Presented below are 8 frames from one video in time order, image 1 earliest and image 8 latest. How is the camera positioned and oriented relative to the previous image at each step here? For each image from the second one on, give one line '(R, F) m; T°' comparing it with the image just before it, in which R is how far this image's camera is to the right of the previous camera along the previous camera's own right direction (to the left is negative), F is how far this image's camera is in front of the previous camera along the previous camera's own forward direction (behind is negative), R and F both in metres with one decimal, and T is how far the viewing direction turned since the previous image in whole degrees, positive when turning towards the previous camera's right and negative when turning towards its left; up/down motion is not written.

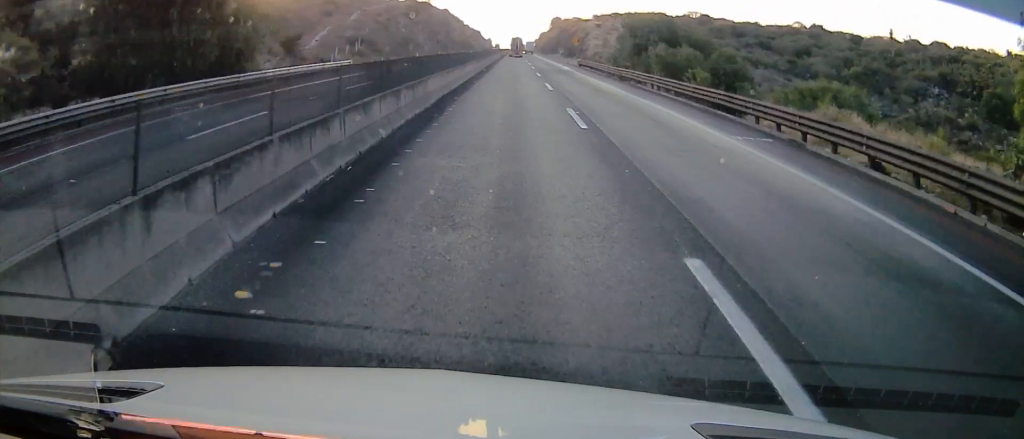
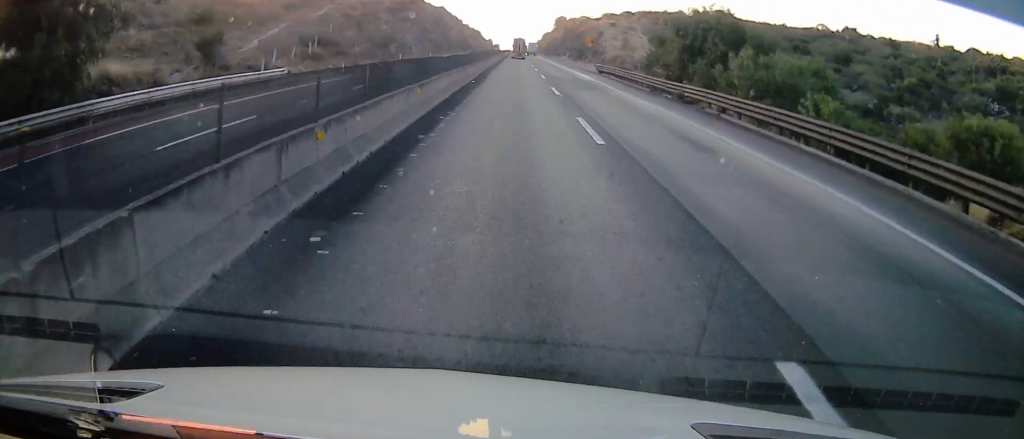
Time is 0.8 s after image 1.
(+1.2, +16.5) m; 0°
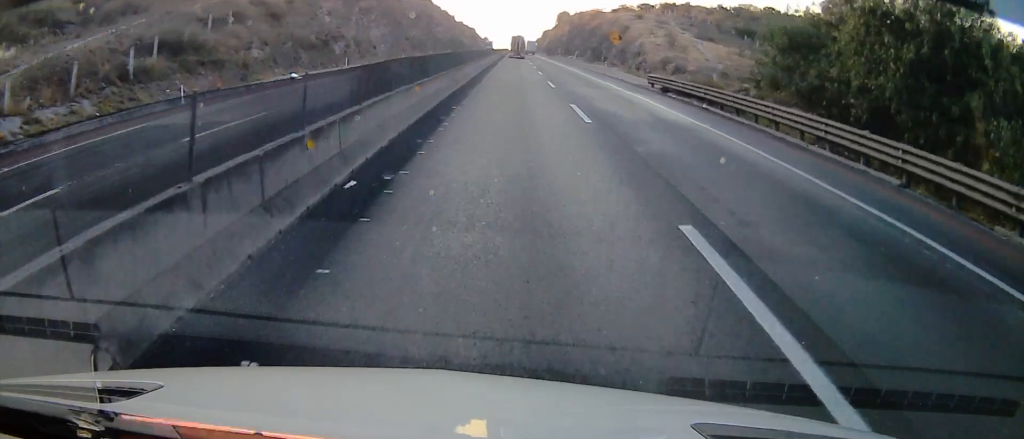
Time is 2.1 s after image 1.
(-1.9, +26.0) m; -4°
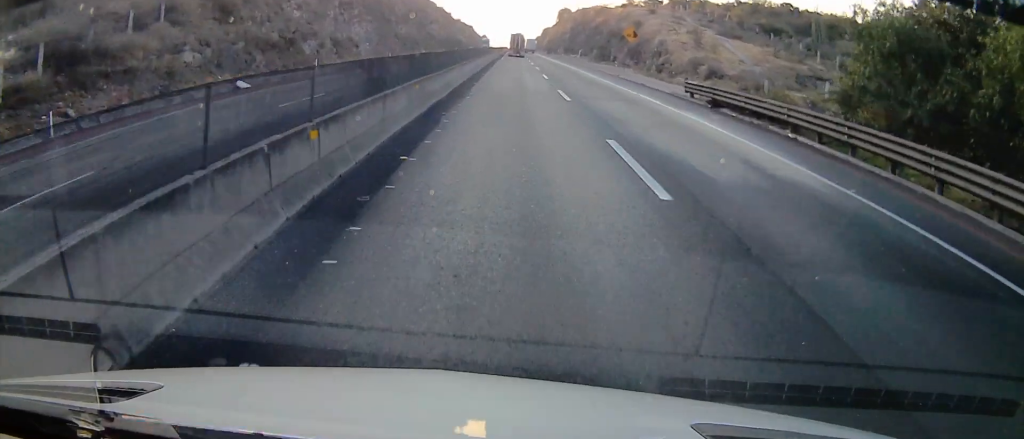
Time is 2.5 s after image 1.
(0.0, +8.9) m; 0°
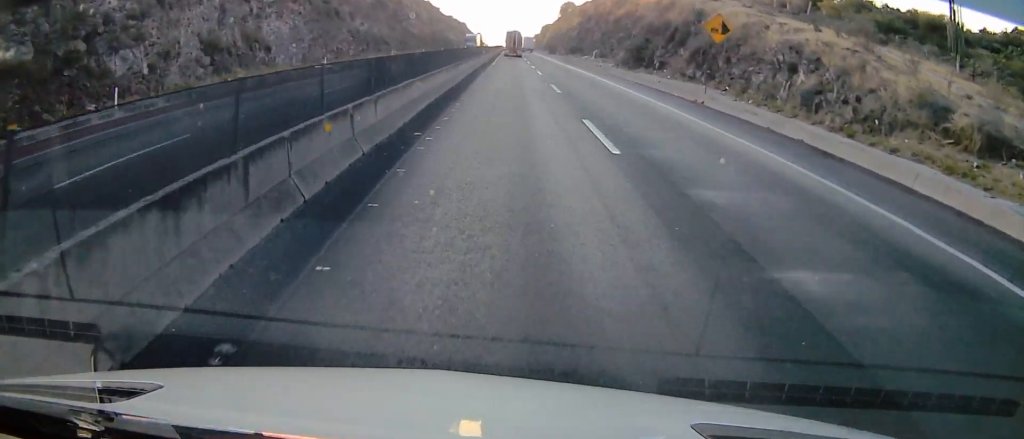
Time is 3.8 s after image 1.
(0.0, +26.7) m; +4°
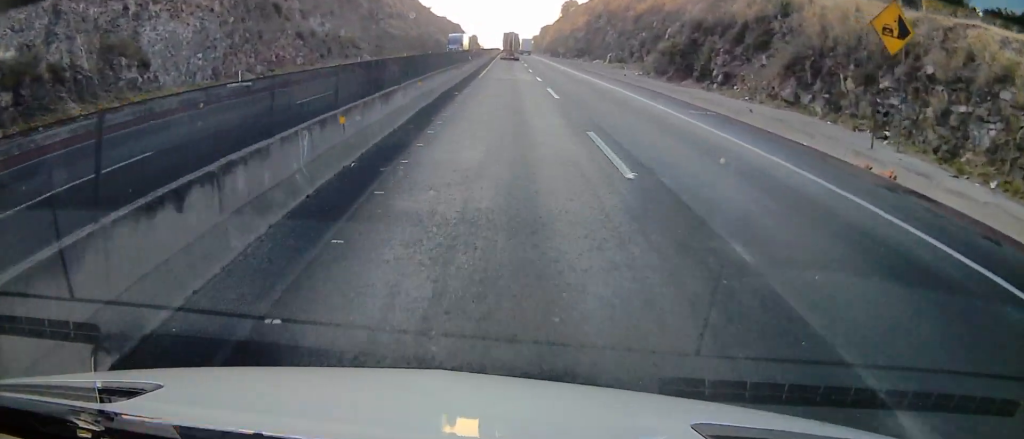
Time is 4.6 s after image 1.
(+1.2, +17.0) m; 0°
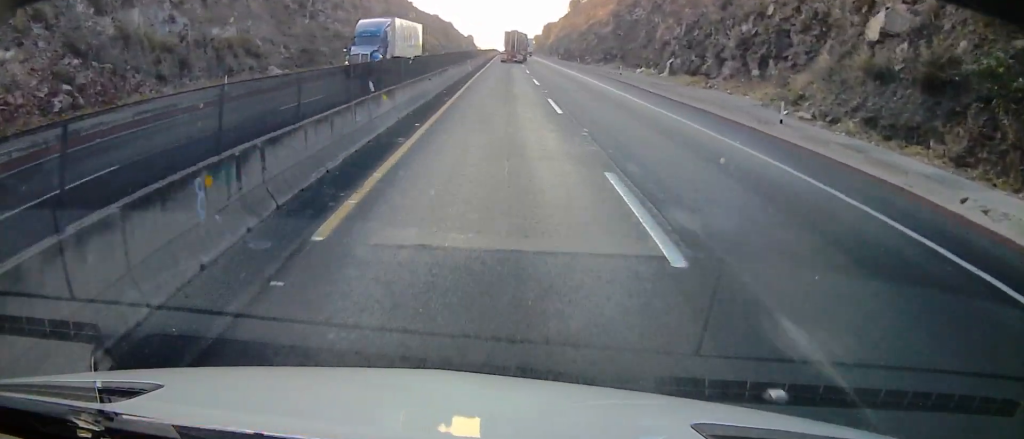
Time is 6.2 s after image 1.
(-0.6, +31.8) m; 0°
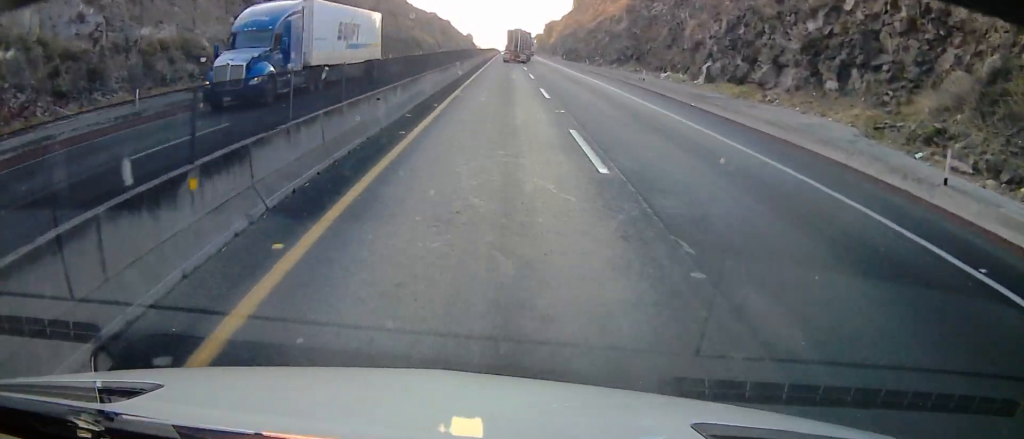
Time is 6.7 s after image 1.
(+0.7, +9.4) m; 0°
